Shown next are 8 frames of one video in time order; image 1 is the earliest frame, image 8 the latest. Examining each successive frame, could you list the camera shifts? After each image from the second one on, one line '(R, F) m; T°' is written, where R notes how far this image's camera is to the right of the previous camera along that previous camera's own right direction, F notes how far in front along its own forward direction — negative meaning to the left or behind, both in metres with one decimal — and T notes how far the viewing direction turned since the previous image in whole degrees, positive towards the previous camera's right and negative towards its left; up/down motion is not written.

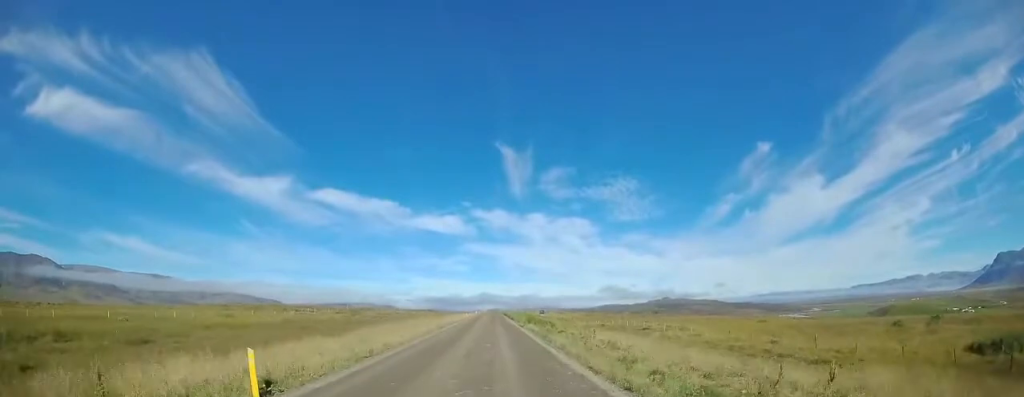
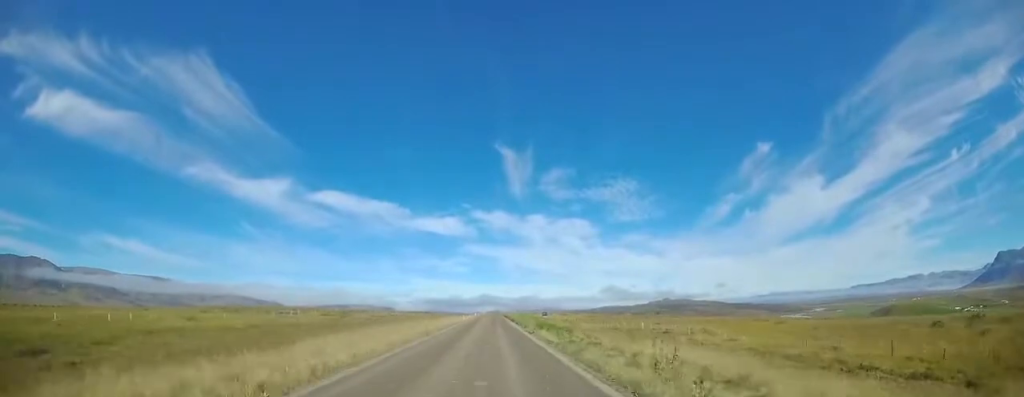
(+0.1, +7.5) m; +1°
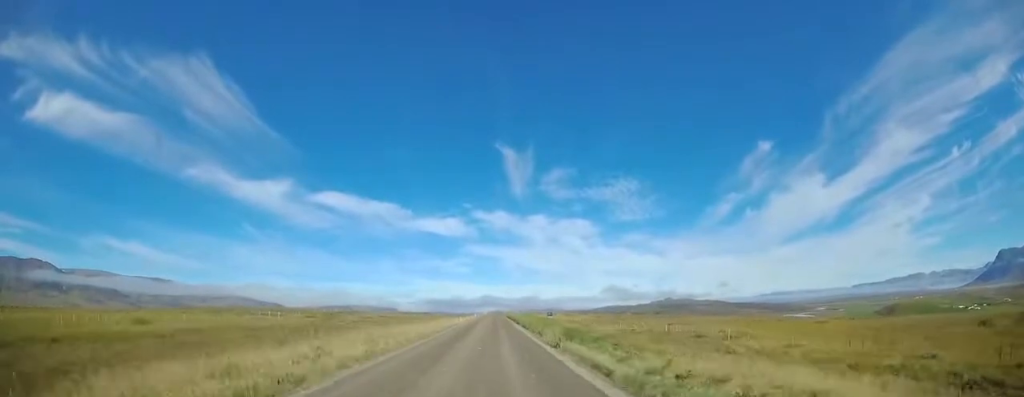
(0.0, +8.6) m; 0°
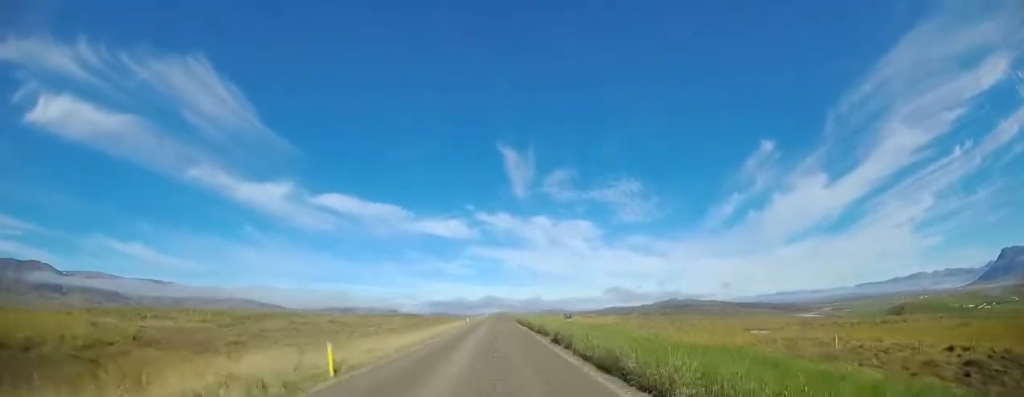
(-0.2, +31.9) m; -1°
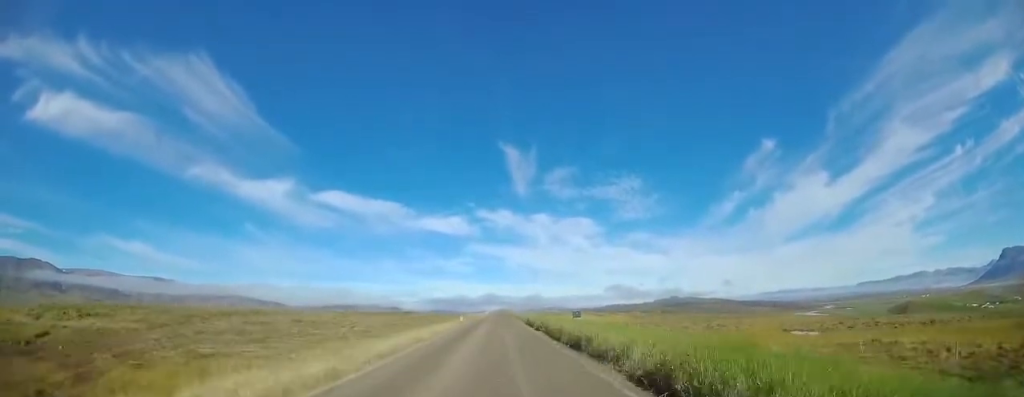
(-0.1, +11.4) m; 0°
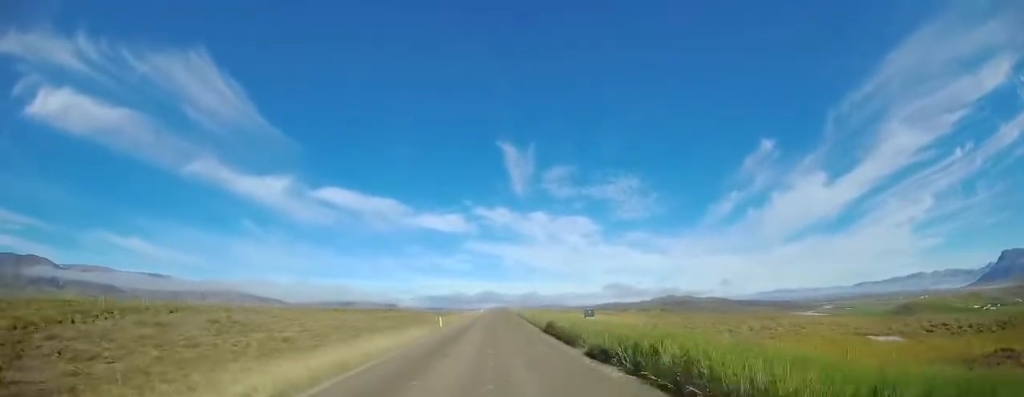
(0.0, +16.6) m; 0°
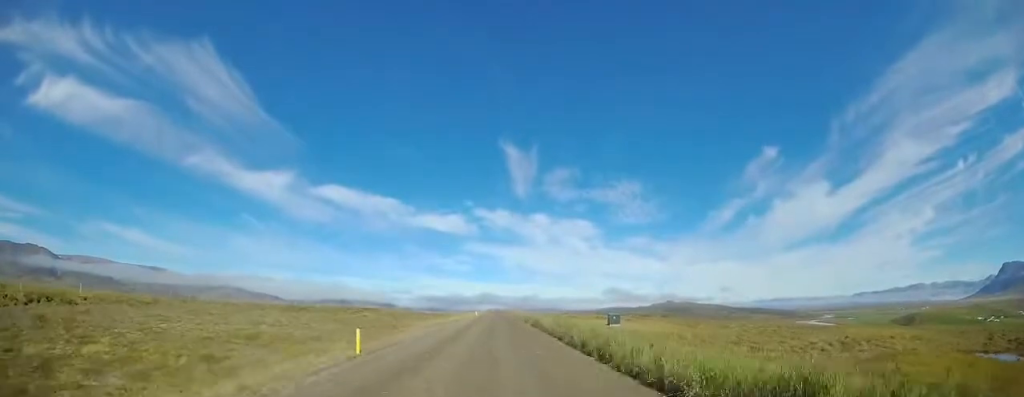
(+0.1, +18.5) m; +1°
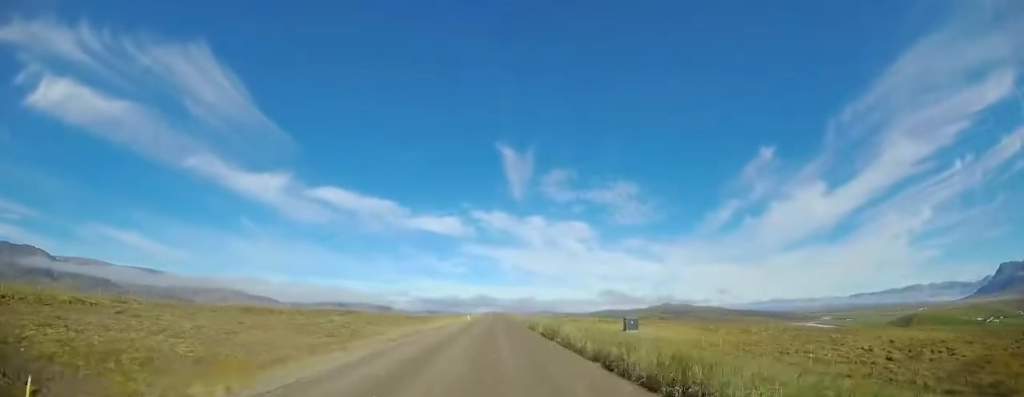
(+0.1, +10.3) m; +1°
